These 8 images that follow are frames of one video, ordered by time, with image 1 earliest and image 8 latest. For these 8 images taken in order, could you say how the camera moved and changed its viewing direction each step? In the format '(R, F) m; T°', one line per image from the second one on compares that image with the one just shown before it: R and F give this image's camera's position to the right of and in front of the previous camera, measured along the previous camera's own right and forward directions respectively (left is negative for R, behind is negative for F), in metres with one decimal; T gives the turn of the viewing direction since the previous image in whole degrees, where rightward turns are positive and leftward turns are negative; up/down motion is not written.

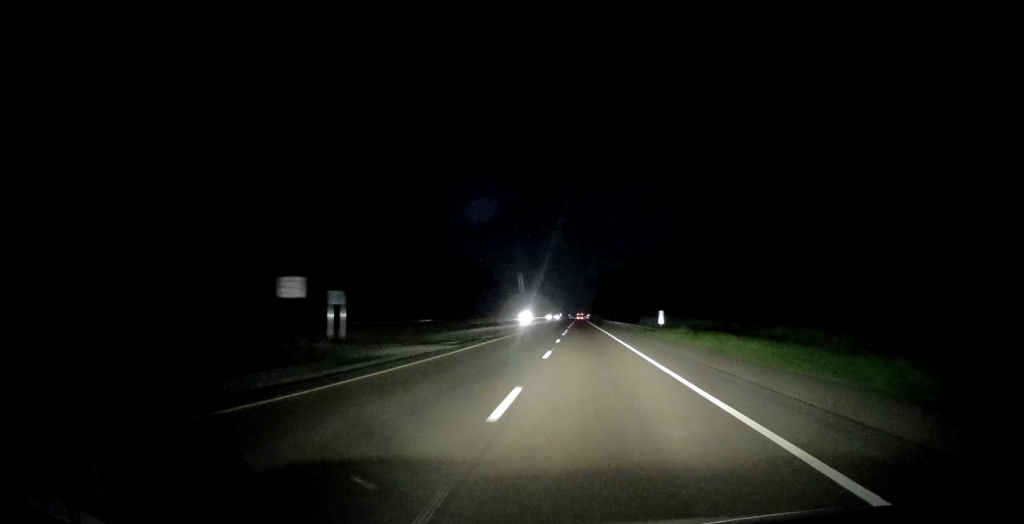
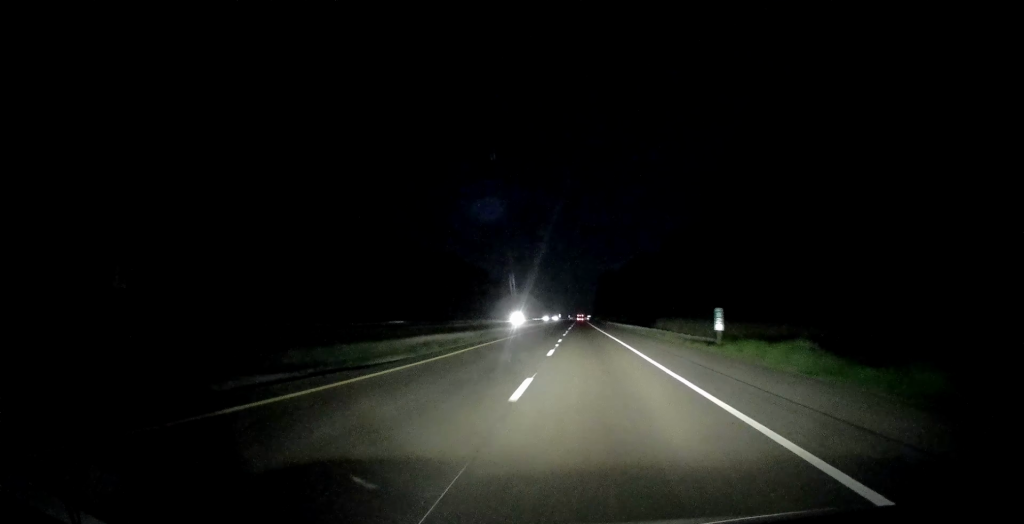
(0.0, +21.9) m; 0°
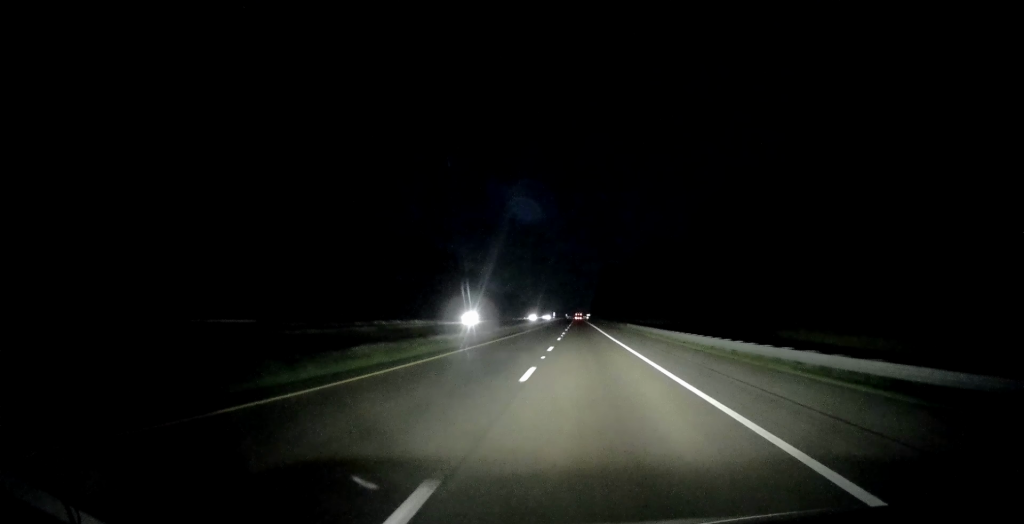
(+0.1, +58.5) m; 0°
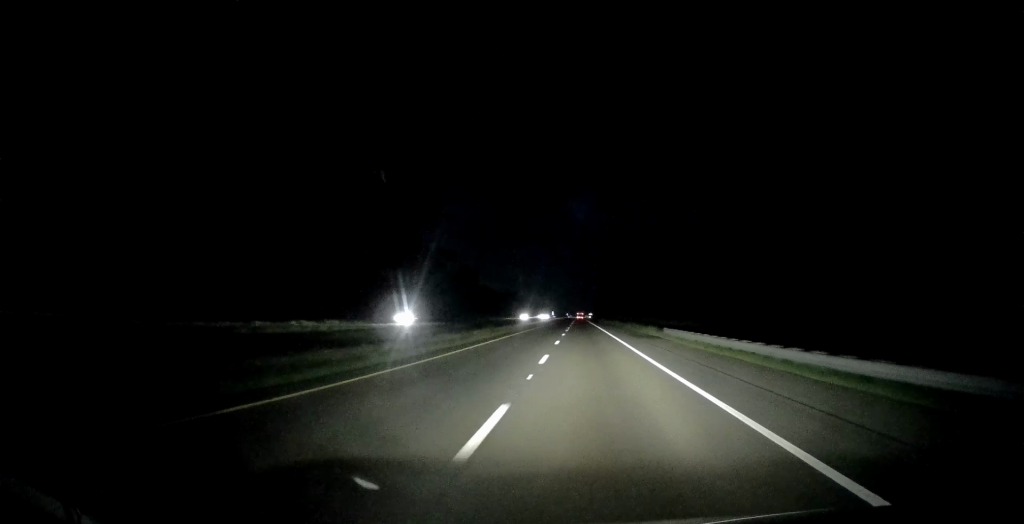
(-0.4, +31.2) m; 0°
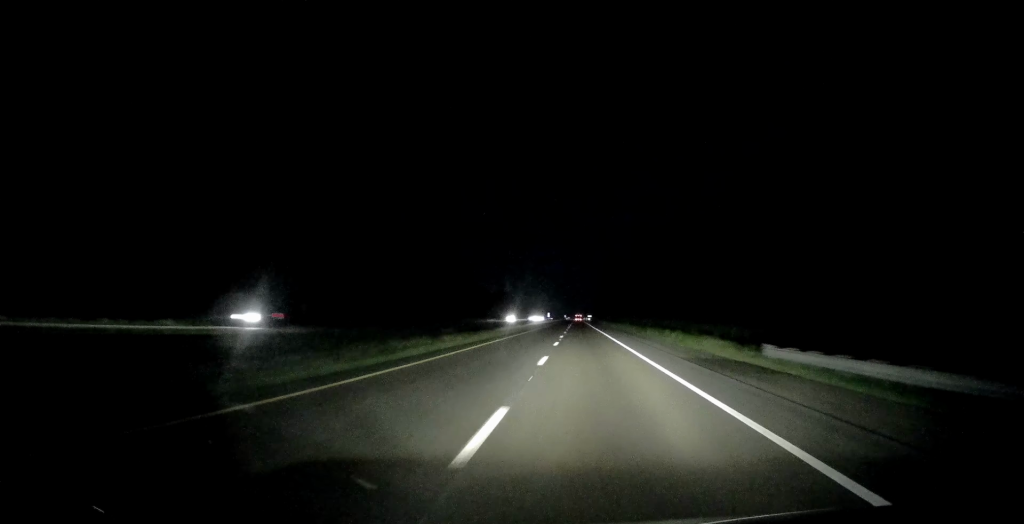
(+0.2, +24.5) m; 0°
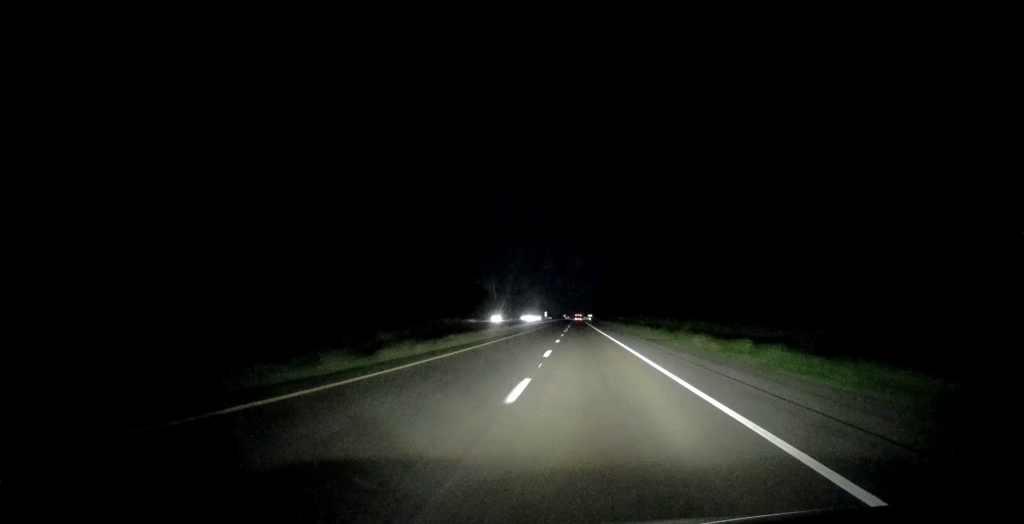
(0.0, +19.9) m; 0°
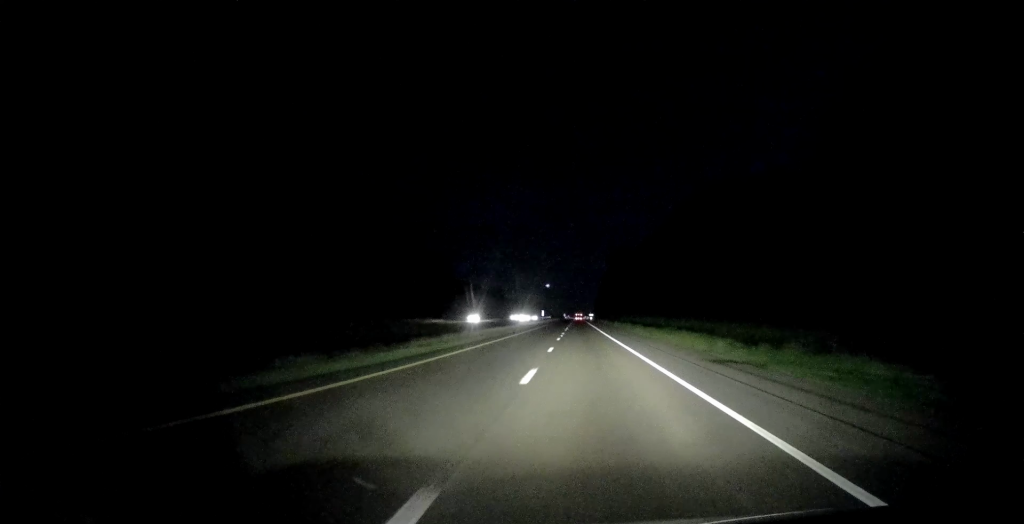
(-0.3, +21.1) m; 0°
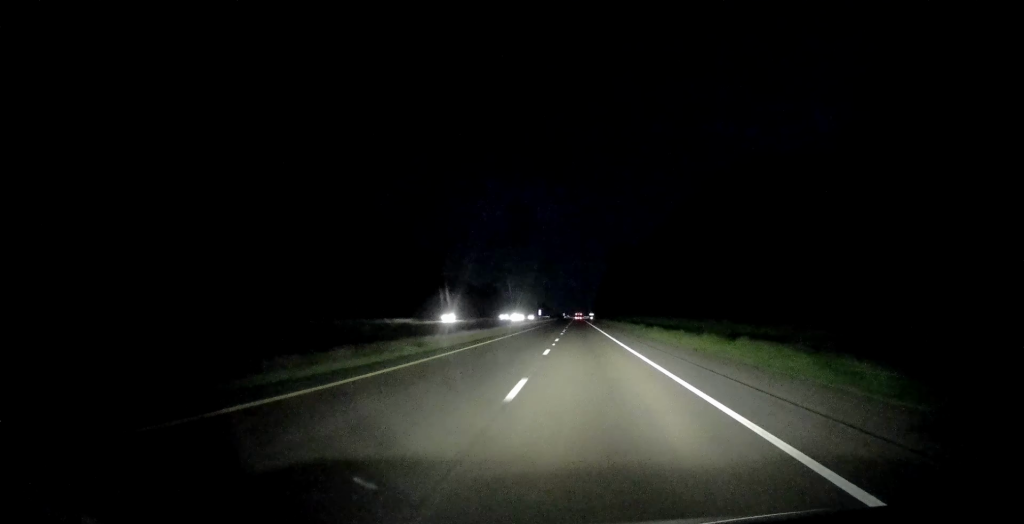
(+0.1, +14.4) m; 0°
